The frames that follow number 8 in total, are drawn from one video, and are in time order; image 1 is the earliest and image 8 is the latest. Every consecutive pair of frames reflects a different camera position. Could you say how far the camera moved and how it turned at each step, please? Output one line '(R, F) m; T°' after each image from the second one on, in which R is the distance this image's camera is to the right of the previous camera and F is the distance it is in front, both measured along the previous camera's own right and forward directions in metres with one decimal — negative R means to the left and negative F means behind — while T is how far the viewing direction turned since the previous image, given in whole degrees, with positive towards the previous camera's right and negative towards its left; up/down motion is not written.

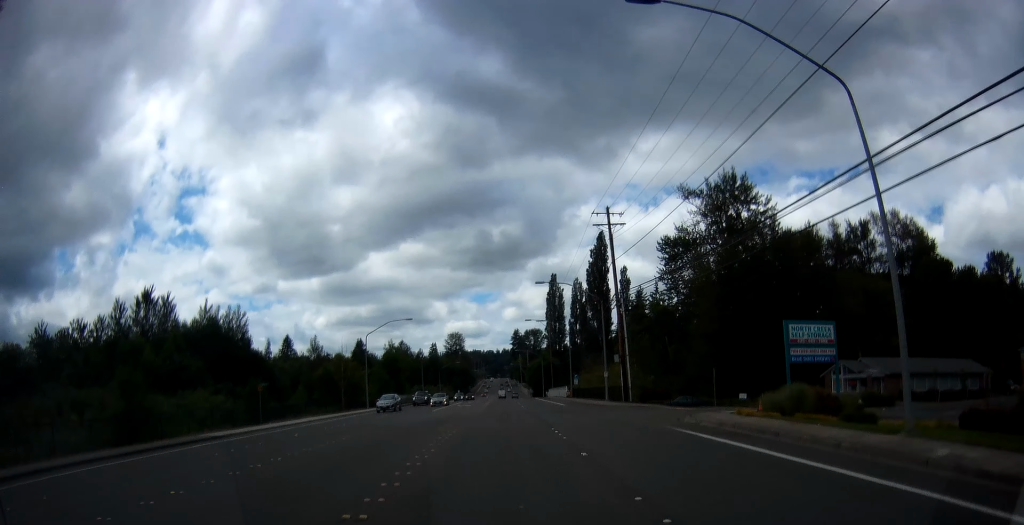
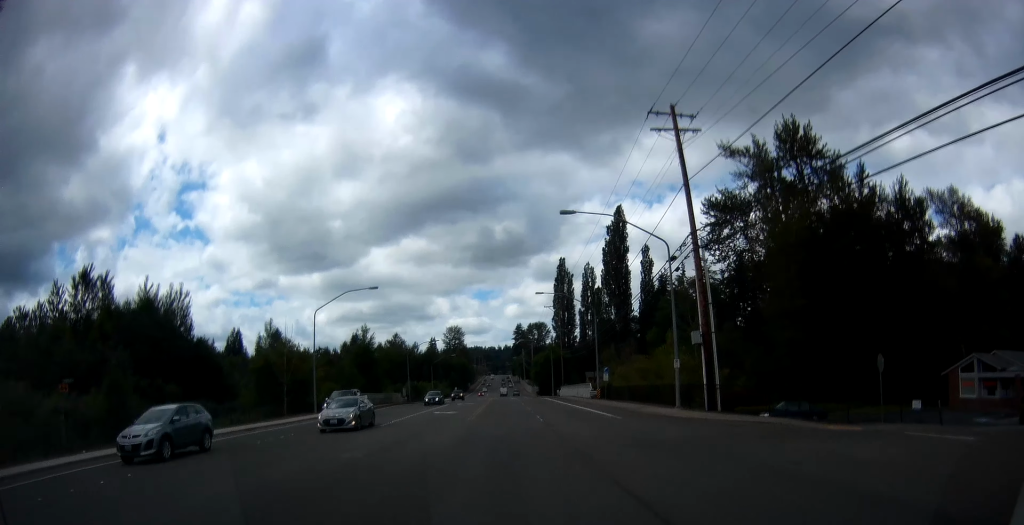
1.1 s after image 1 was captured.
(-0.5, +21.6) m; -1°
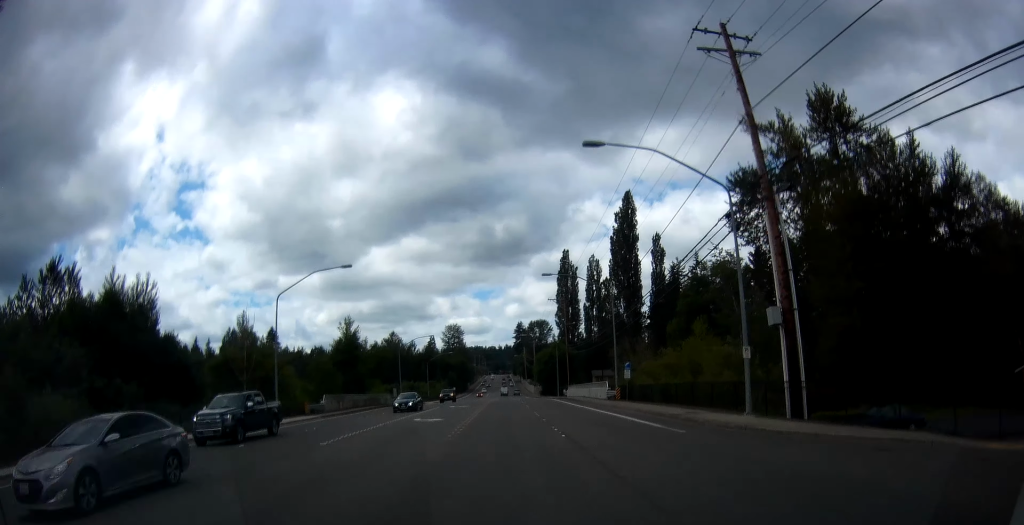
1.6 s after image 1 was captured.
(+0.1, +9.5) m; +1°
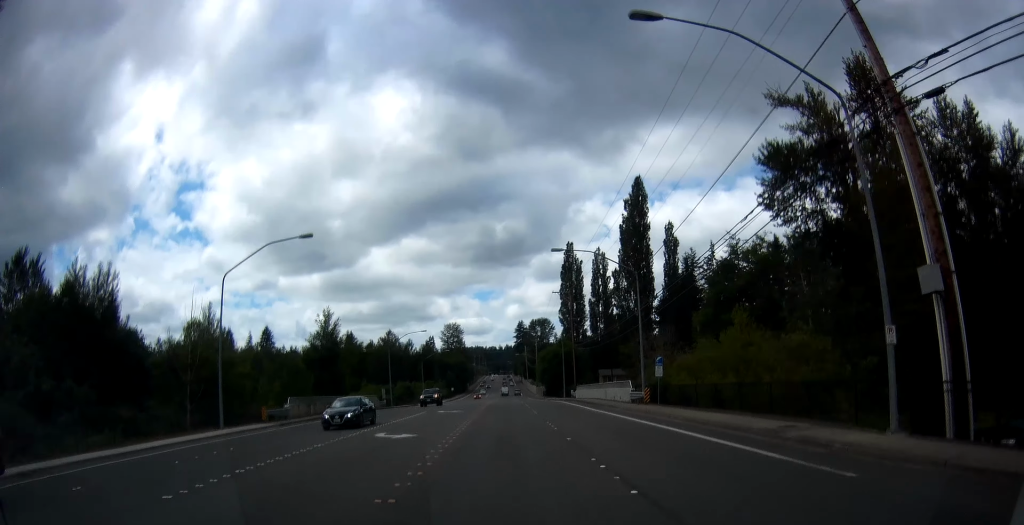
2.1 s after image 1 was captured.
(+0.2, +9.4) m; +1°
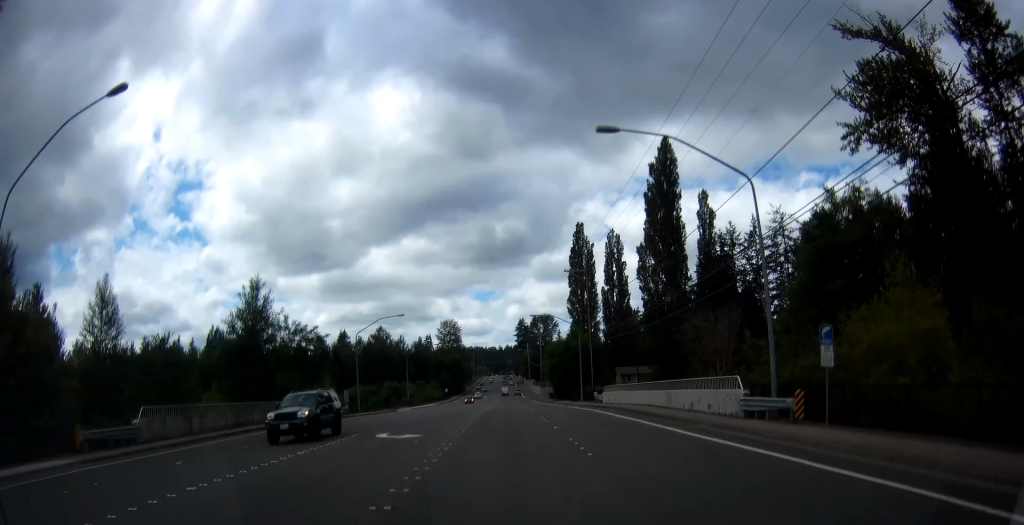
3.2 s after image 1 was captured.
(+0.1, +20.4) m; 0°
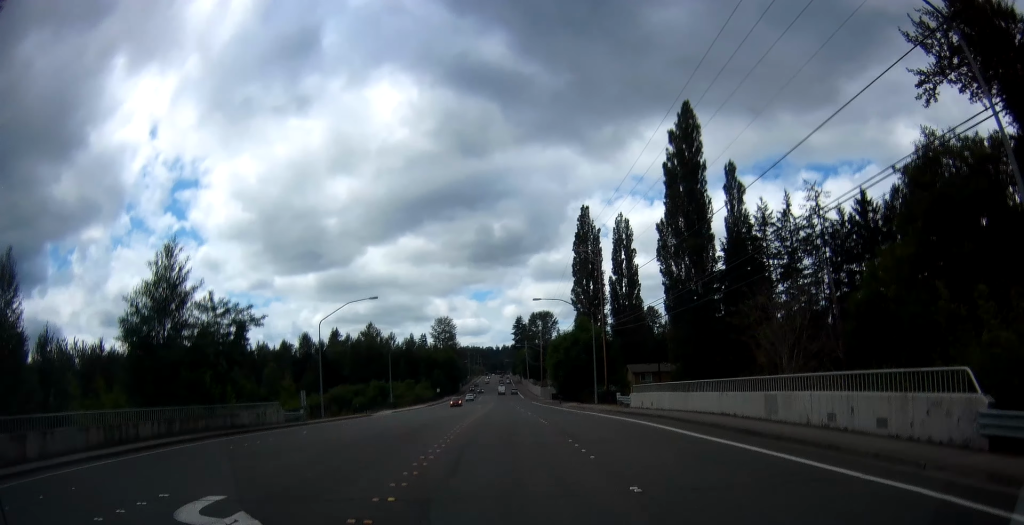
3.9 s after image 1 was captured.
(0.0, +13.3) m; 0°
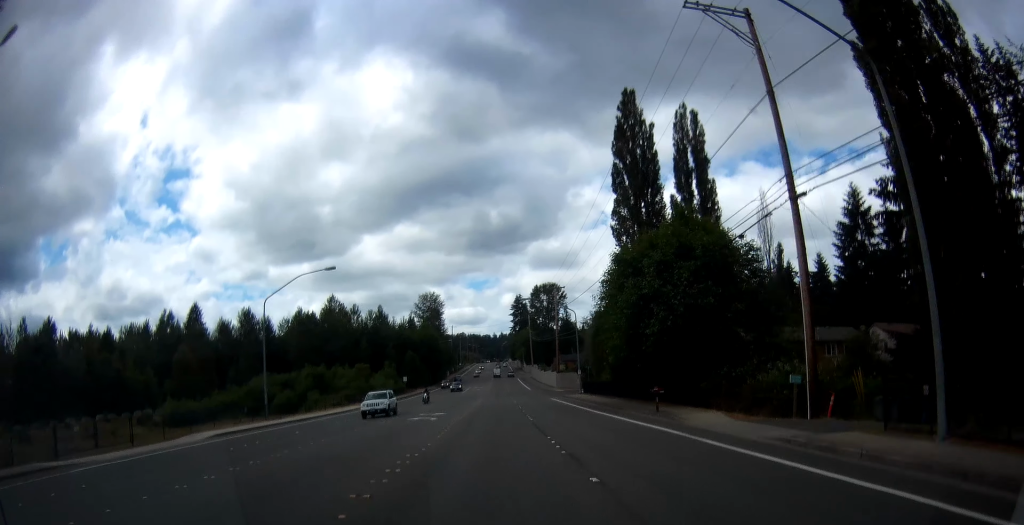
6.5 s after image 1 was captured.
(0.0, +49.6) m; 0°
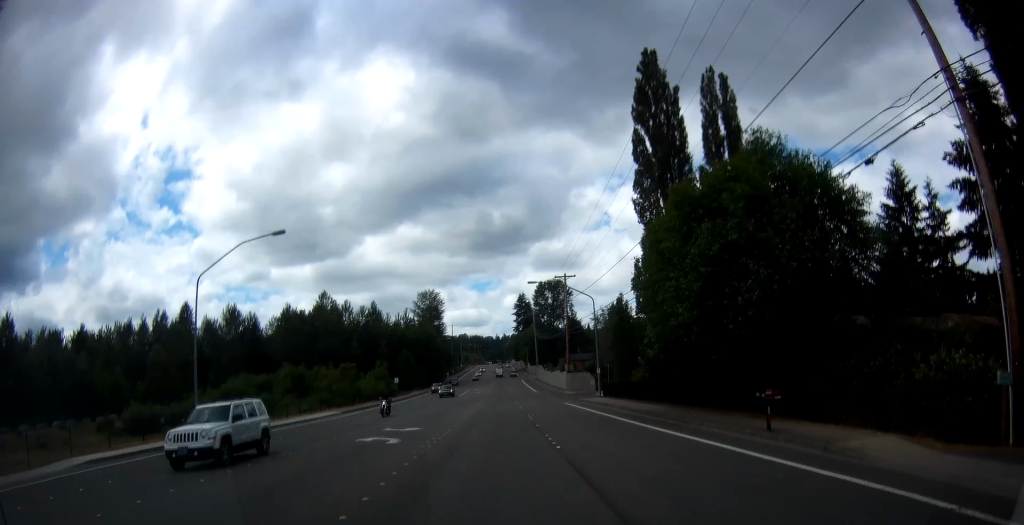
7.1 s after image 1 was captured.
(0.0, +11.4) m; 0°
